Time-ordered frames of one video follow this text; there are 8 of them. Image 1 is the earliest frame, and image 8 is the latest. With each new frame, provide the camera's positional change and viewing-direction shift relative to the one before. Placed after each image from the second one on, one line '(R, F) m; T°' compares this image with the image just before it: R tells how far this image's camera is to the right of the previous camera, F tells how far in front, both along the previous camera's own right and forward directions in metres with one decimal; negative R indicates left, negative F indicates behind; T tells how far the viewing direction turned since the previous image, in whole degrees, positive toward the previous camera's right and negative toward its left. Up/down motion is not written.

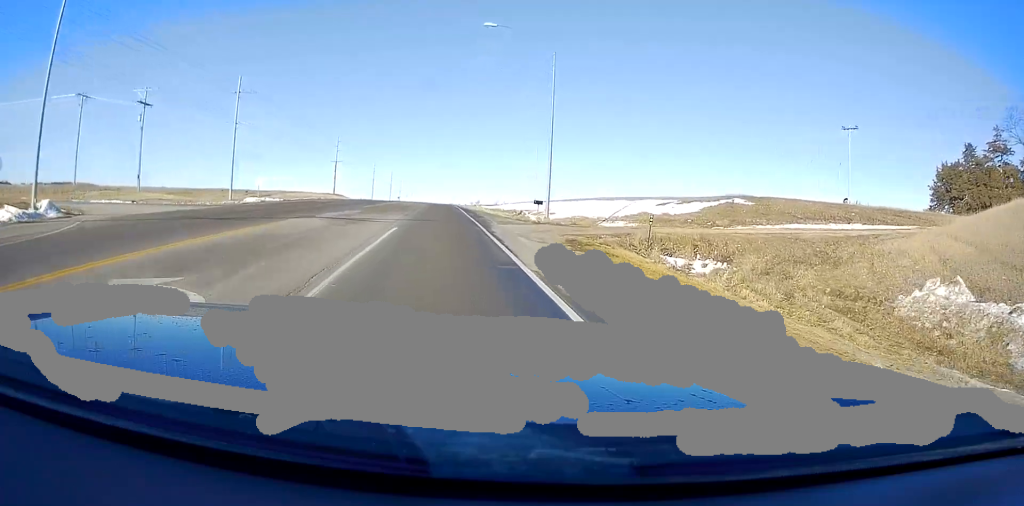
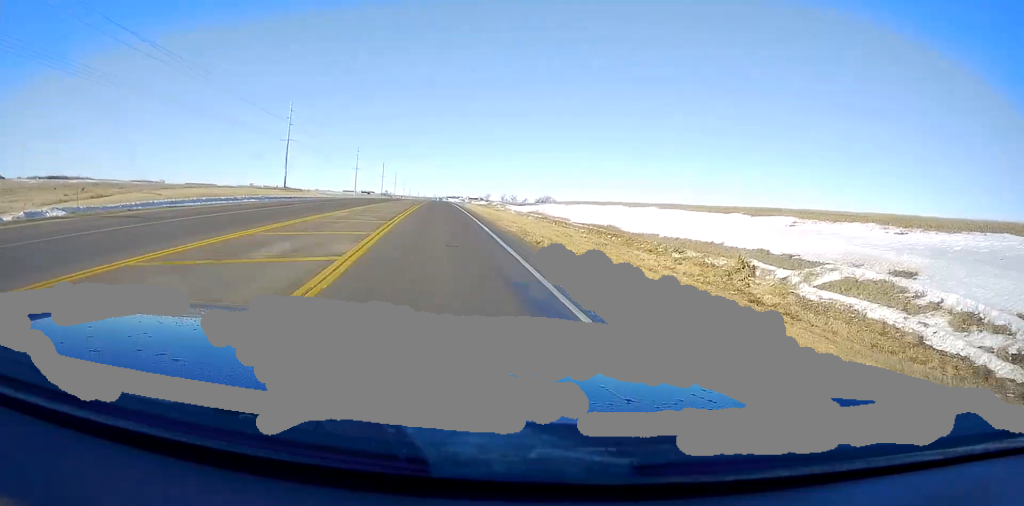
(0.0, +50.5) m; 0°
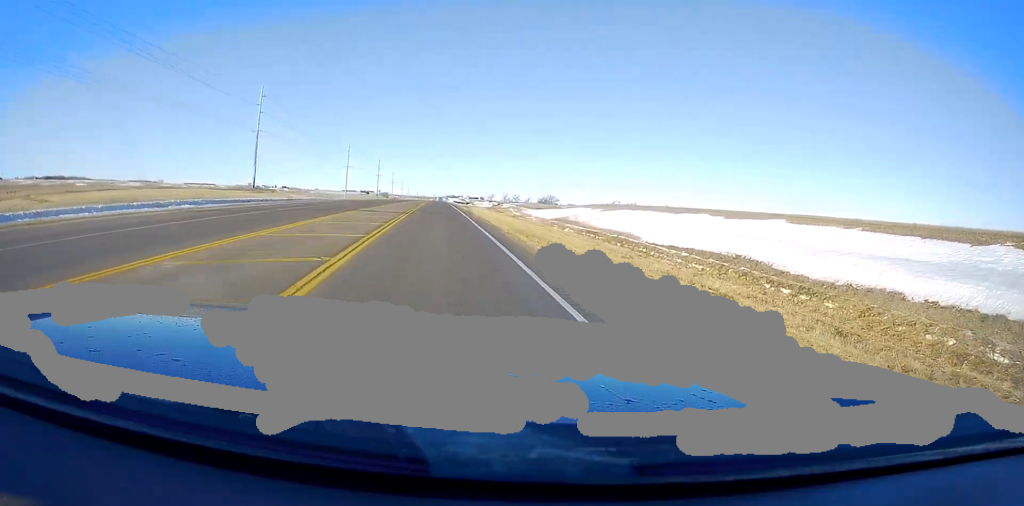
(0.0, +17.7) m; 0°
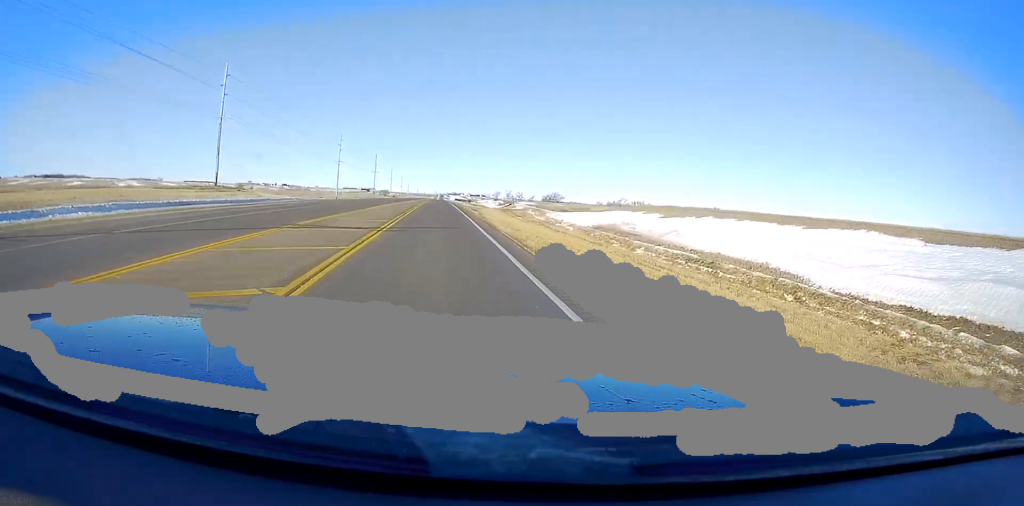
(0.0, +15.7) m; 0°
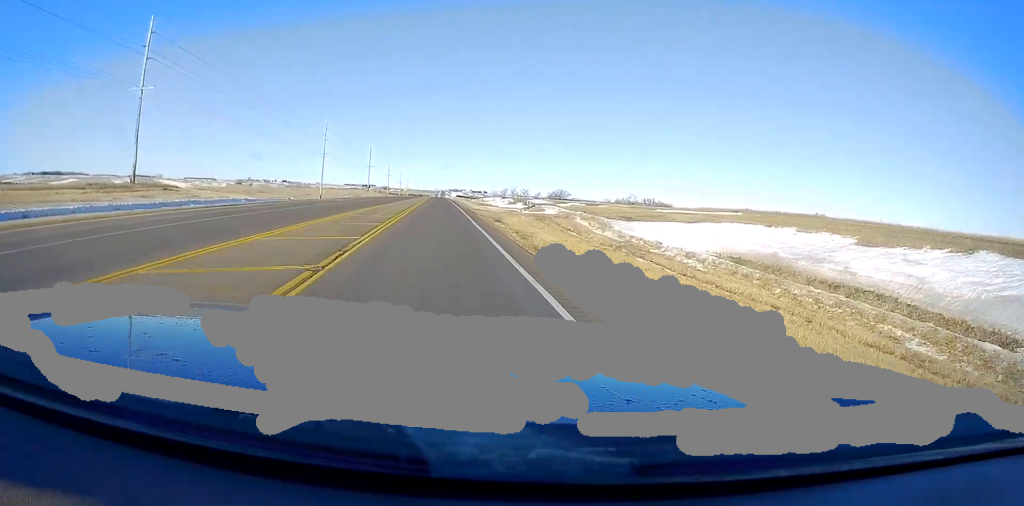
(0.0, +21.4) m; 0°
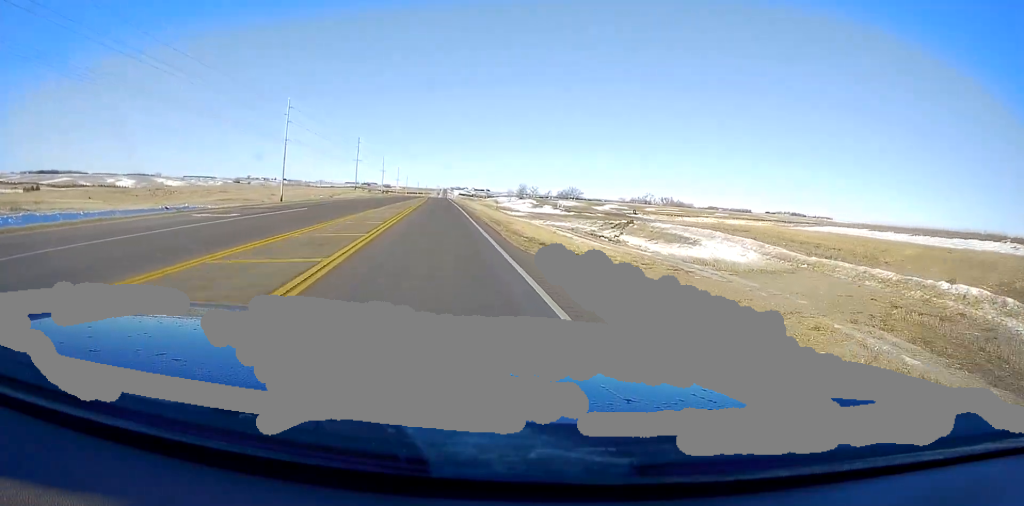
(0.0, +34.3) m; 0°
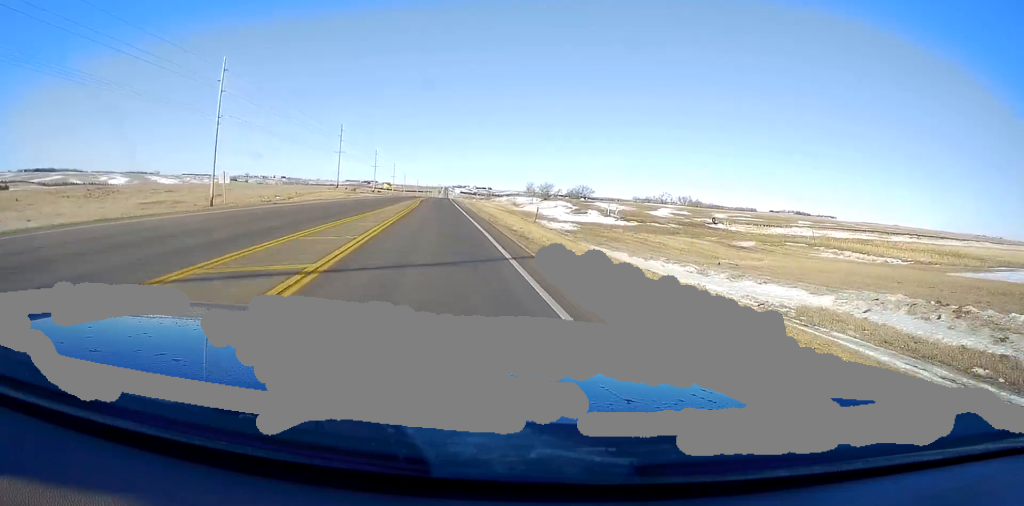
(0.0, +31.4) m; 0°
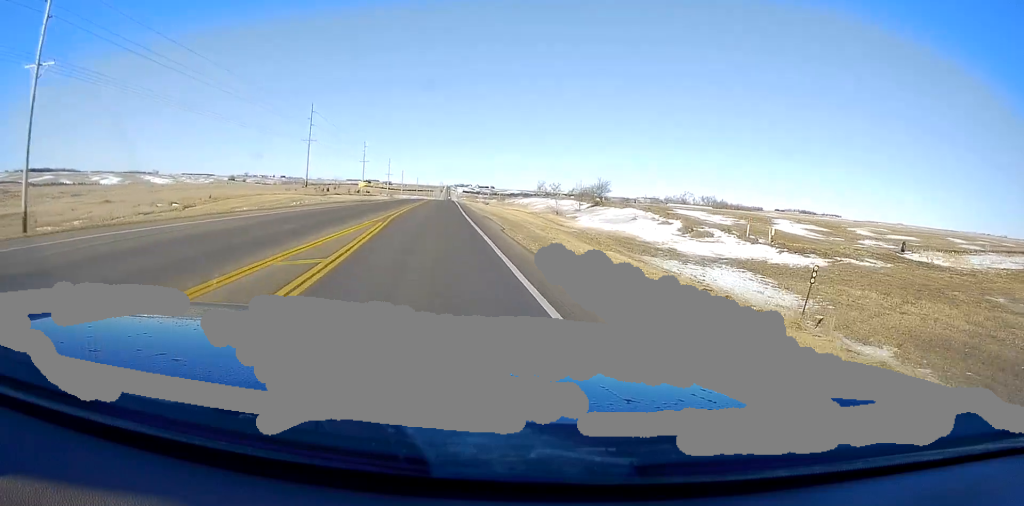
(0.0, +34.7) m; 0°
